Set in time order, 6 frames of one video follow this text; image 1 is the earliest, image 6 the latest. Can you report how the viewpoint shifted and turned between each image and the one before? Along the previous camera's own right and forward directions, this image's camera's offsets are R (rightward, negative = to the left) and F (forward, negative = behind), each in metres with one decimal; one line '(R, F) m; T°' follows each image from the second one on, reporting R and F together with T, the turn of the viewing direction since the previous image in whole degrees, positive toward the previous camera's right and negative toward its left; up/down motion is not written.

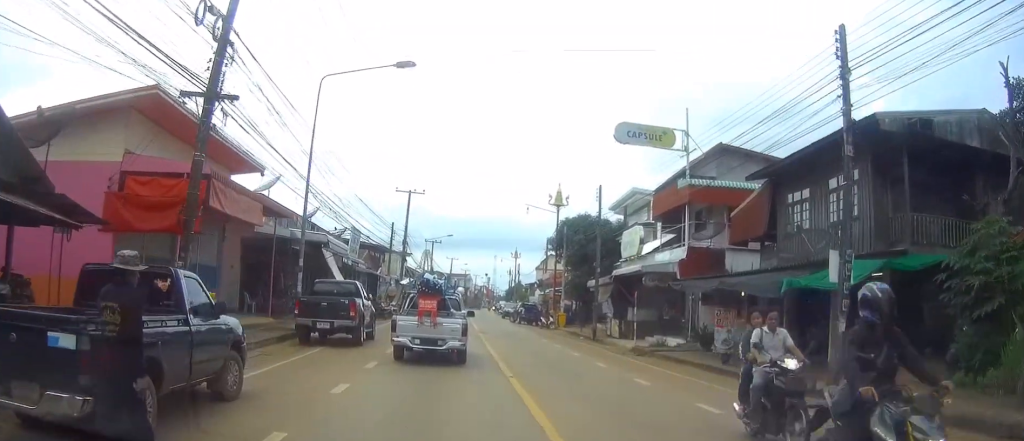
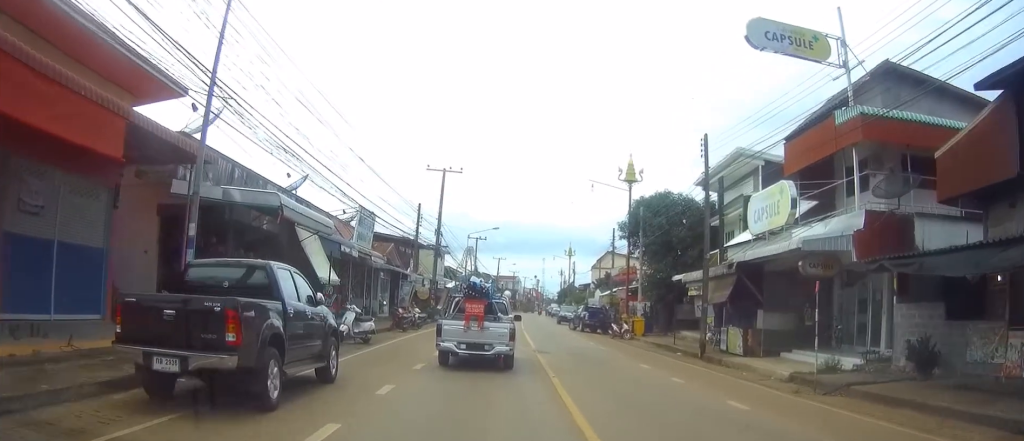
(+0.4, +12.3) m; +1°
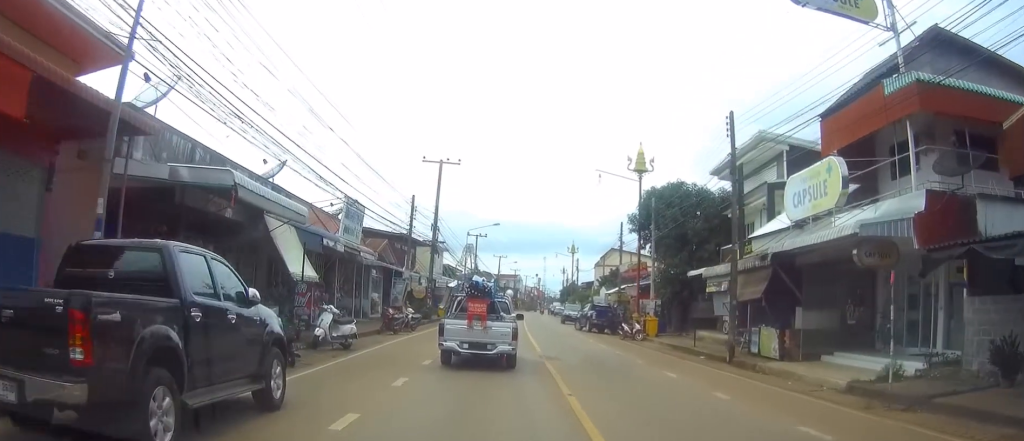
(0.0, +3.4) m; -1°
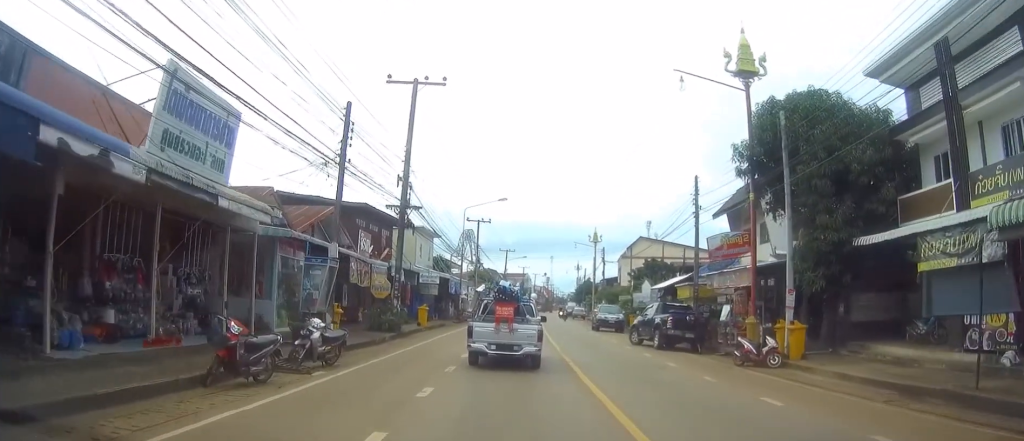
(-0.5, +20.3) m; 0°
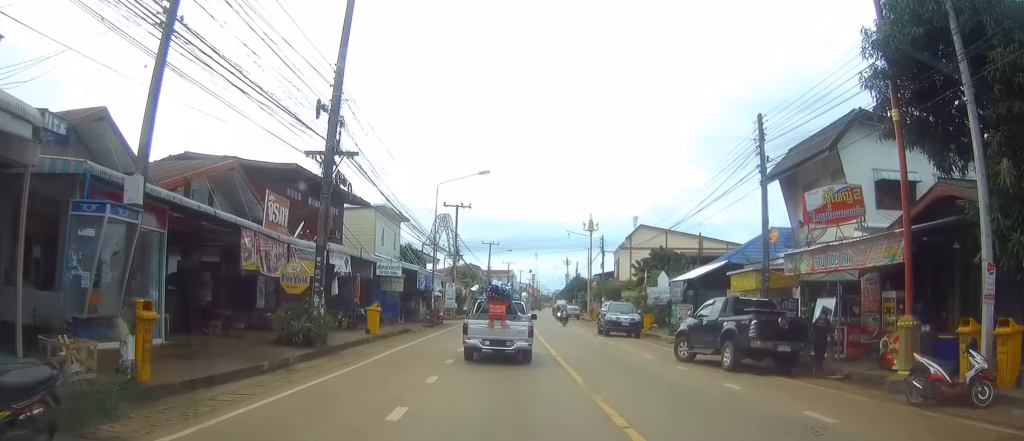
(+0.1, +11.2) m; -1°
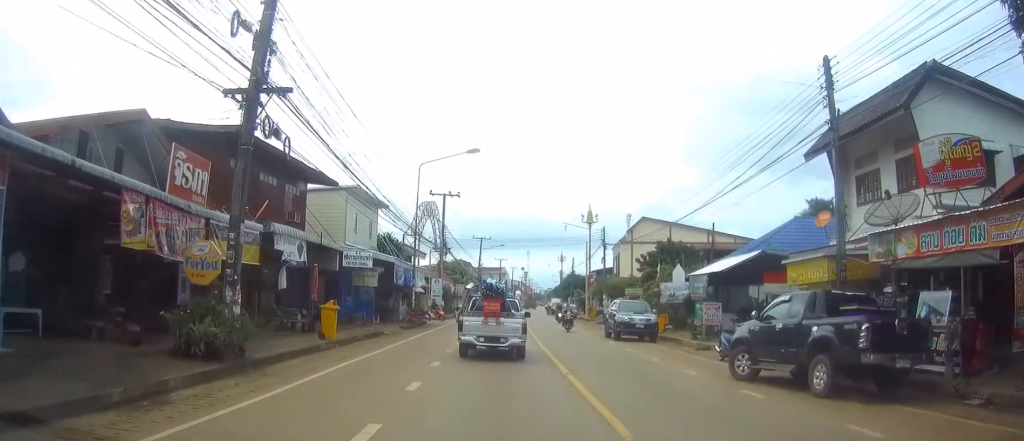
(-0.1, +6.0) m; -1°
